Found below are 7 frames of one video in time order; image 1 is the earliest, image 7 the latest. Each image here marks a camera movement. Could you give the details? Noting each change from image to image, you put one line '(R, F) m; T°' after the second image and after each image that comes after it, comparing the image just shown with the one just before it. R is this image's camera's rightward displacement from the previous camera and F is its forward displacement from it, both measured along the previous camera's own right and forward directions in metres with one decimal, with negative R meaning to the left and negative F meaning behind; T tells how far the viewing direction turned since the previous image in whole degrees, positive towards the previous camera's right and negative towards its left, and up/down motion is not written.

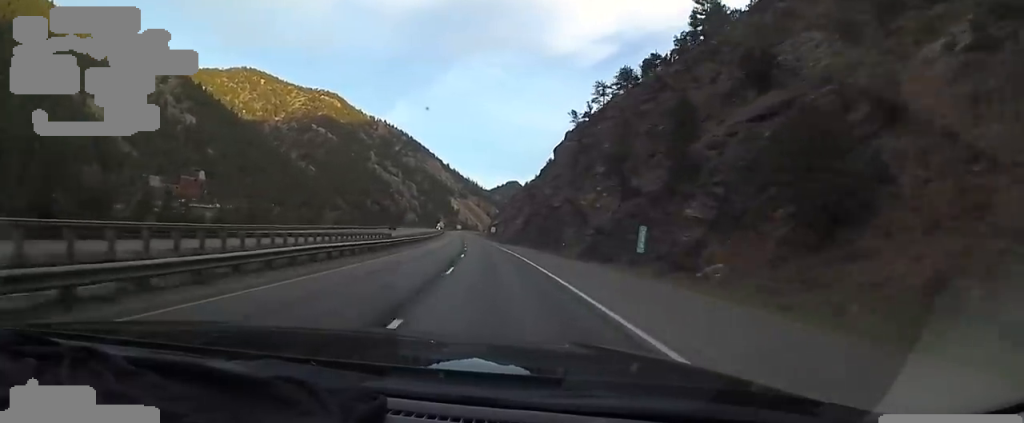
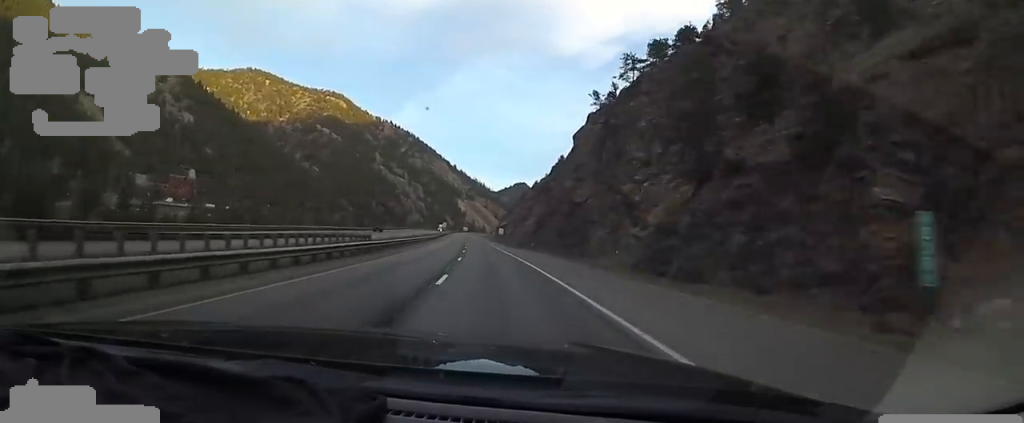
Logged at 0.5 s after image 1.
(0.0, +14.9) m; -1°
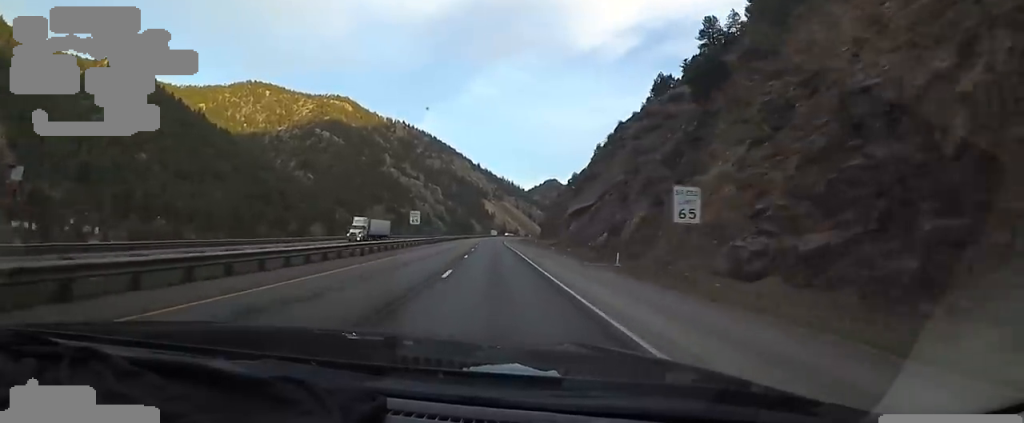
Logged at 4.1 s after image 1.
(-8.5, +106.7) m; -6°
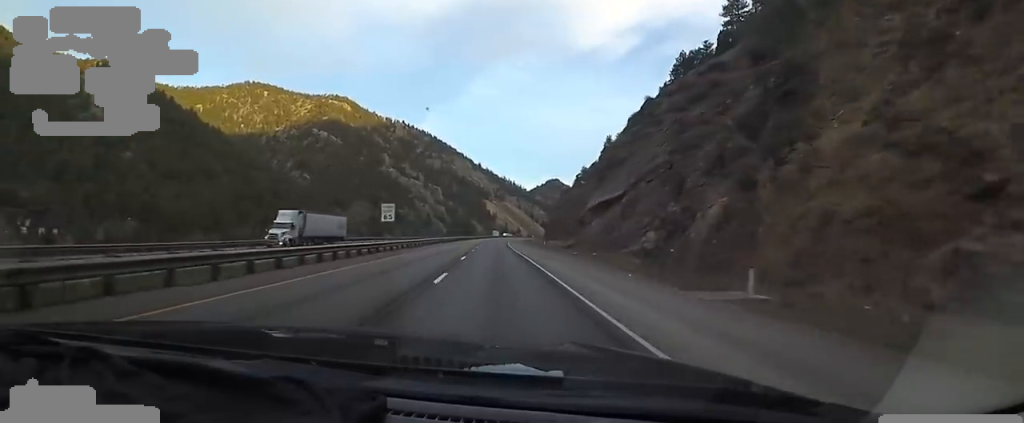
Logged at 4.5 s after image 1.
(0.0, +14.1) m; +1°
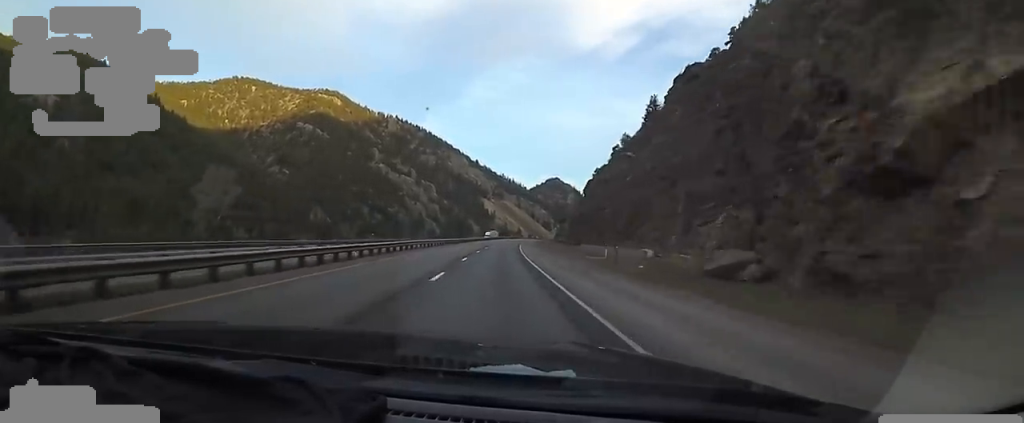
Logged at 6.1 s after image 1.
(+1.7, +47.9) m; +2°
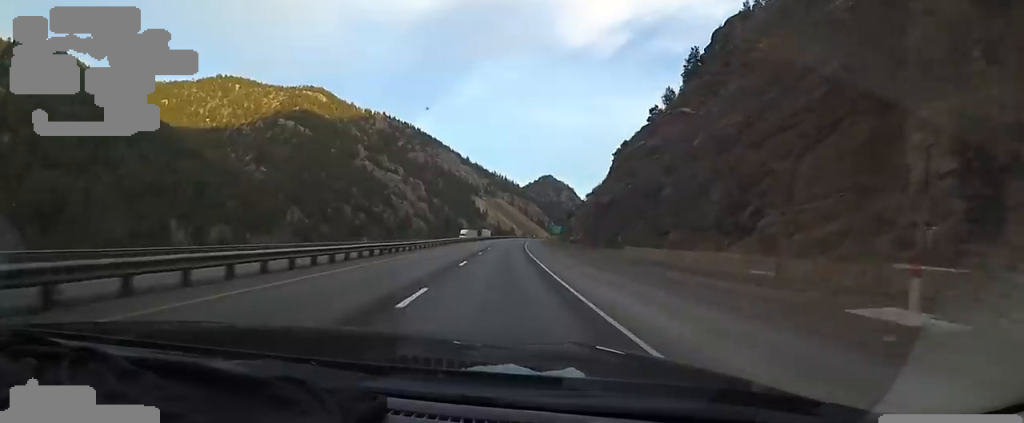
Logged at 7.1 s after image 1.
(-0.9, +29.9) m; -2°
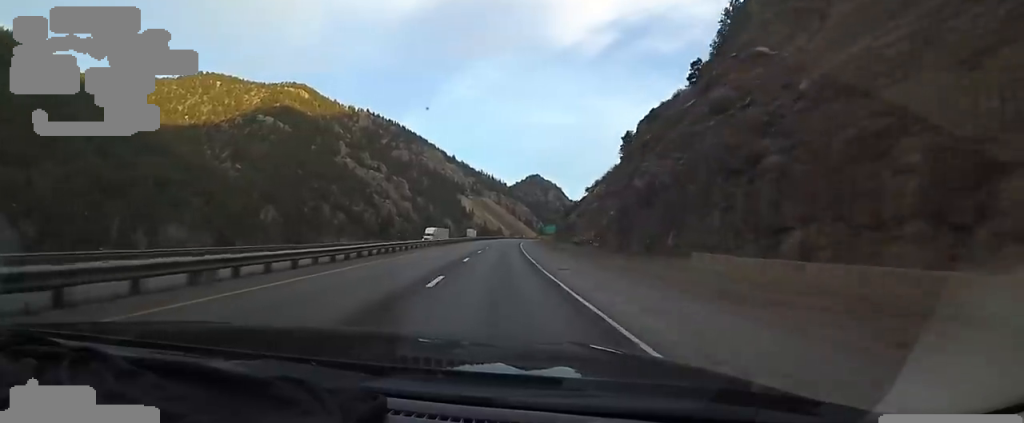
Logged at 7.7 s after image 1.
(-0.2, +20.7) m; +1°
